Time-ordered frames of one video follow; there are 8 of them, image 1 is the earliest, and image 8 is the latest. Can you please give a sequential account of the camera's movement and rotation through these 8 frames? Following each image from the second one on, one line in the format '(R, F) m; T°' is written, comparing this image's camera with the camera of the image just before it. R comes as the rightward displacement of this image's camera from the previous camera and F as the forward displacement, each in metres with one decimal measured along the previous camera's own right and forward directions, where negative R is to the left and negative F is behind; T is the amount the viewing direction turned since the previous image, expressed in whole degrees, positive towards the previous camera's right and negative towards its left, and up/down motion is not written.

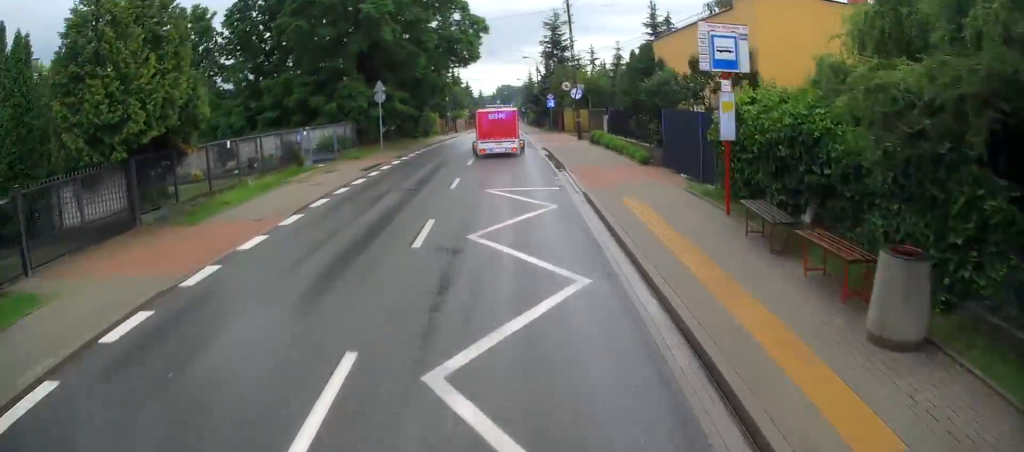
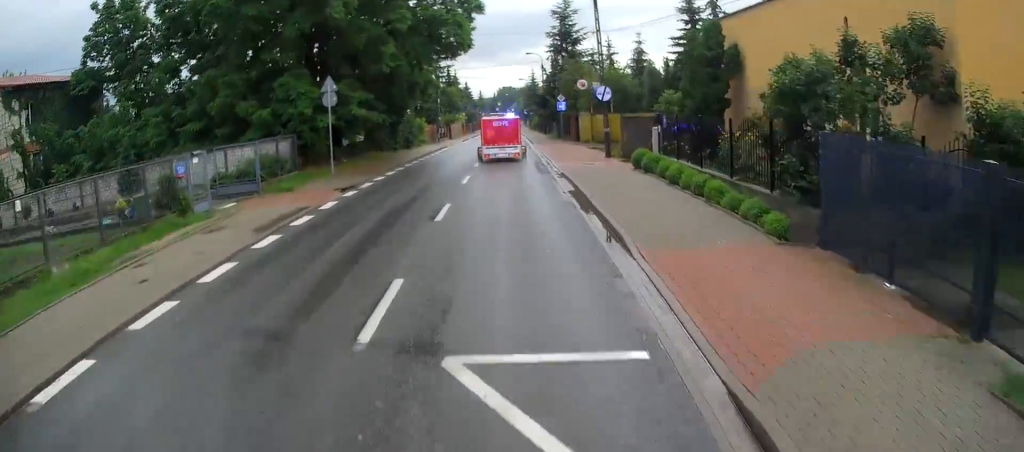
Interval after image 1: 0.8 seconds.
(0.0, +9.7) m; 0°
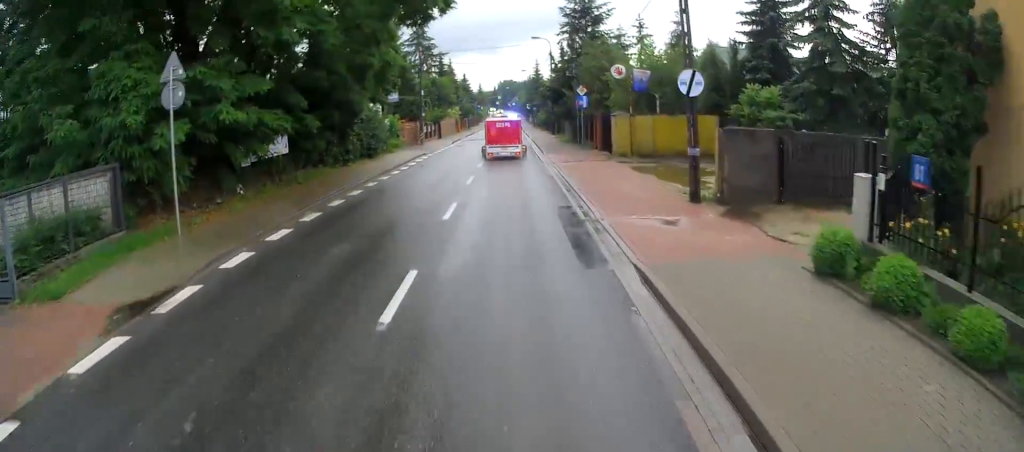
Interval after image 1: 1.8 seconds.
(0.0, +11.8) m; 0°
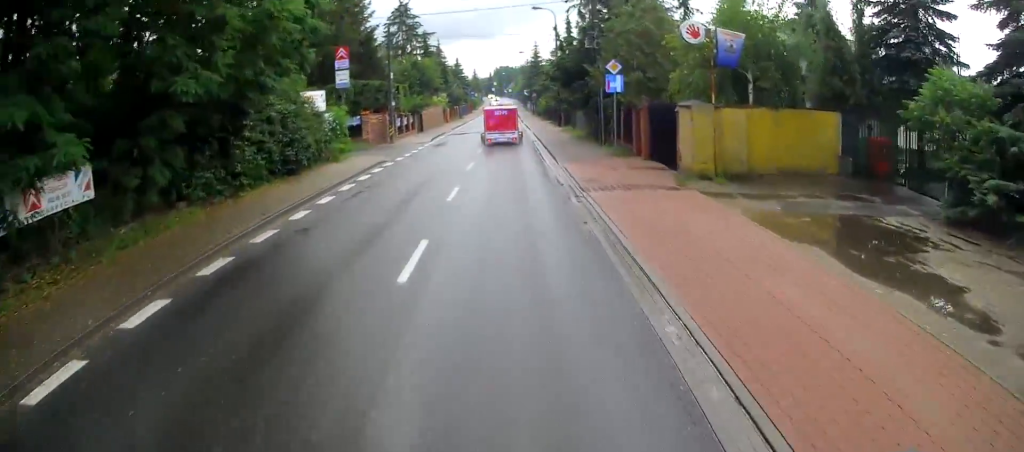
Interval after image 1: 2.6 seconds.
(0.0, +11.0) m; 0°
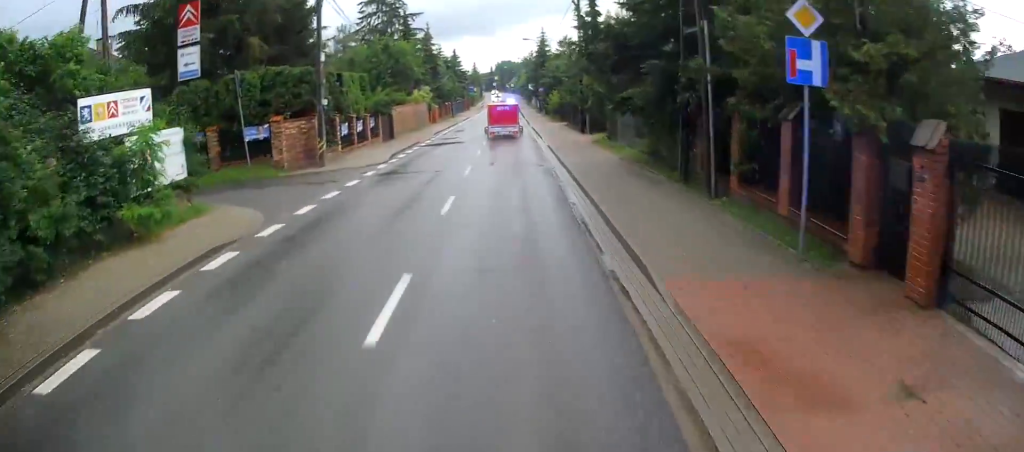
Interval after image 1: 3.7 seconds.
(0.0, +14.1) m; 0°
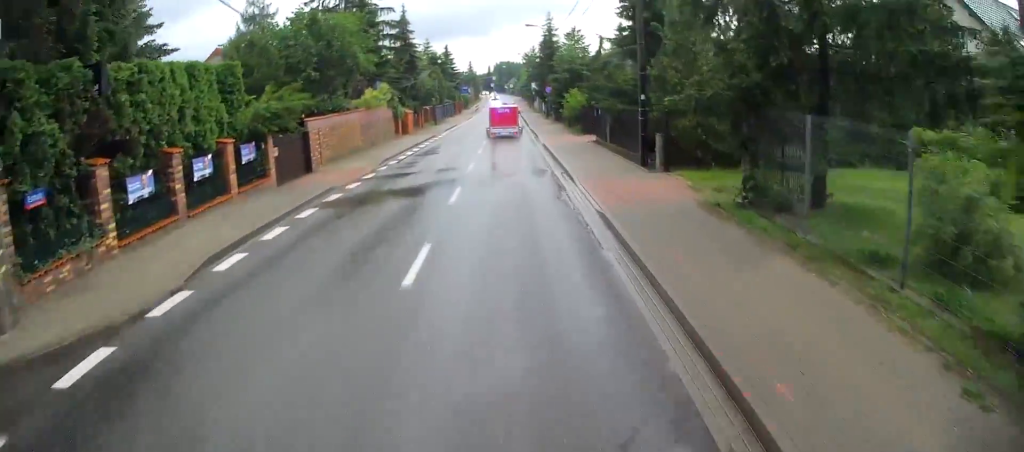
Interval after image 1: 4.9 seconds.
(-0.1, +16.0) m; -1°
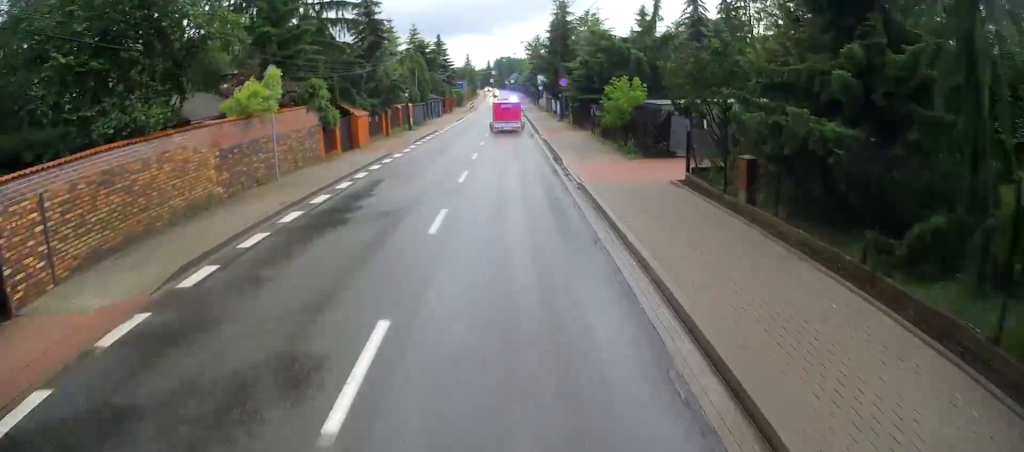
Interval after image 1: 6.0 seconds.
(-0.2, +15.1) m; -1°
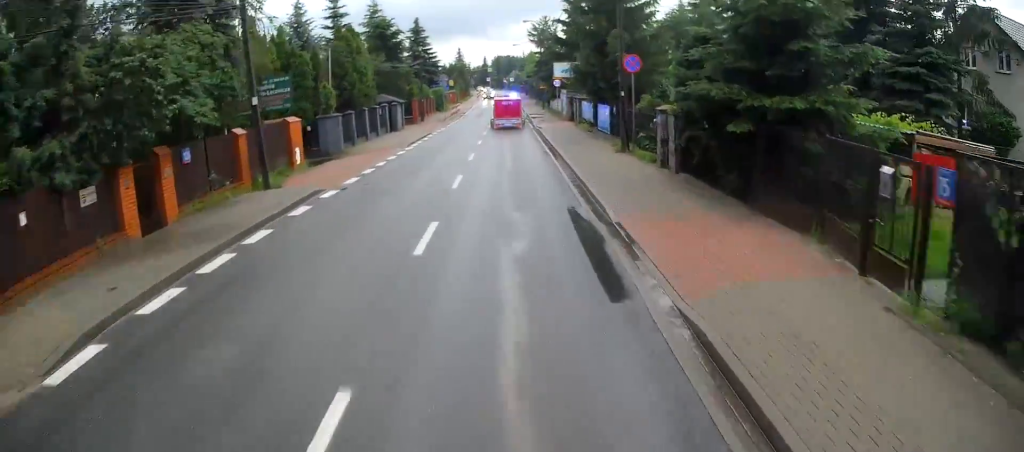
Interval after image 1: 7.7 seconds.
(+0.1, +24.9) m; +1°
